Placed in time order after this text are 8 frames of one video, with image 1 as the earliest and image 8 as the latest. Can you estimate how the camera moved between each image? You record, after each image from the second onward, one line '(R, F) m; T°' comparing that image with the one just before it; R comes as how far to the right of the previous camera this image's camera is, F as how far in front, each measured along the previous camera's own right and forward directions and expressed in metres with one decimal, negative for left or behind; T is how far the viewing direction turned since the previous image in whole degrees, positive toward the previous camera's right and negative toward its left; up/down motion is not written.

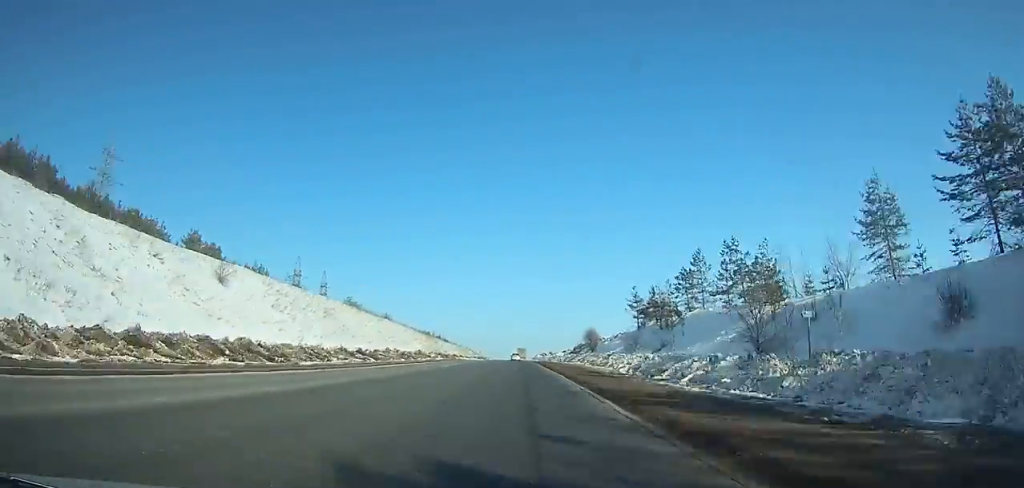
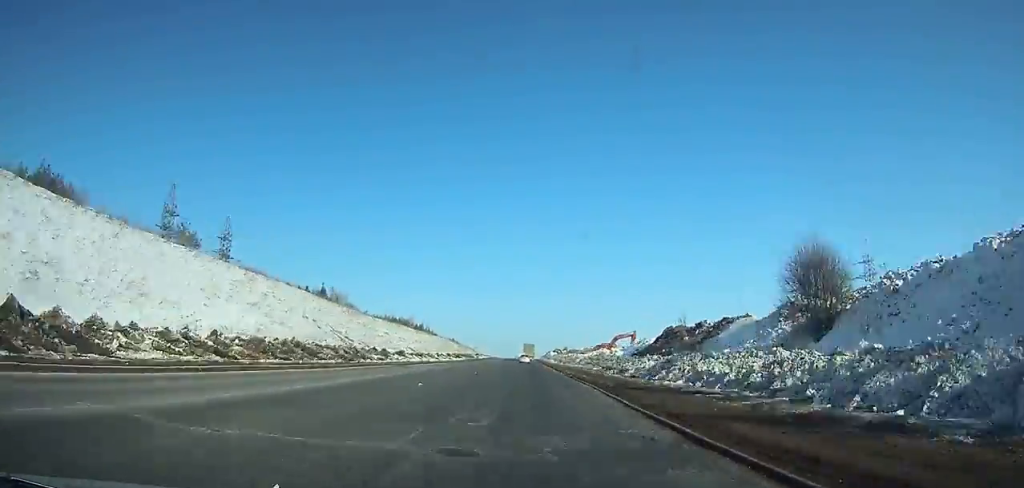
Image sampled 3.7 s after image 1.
(-0.4, +80.4) m; 0°
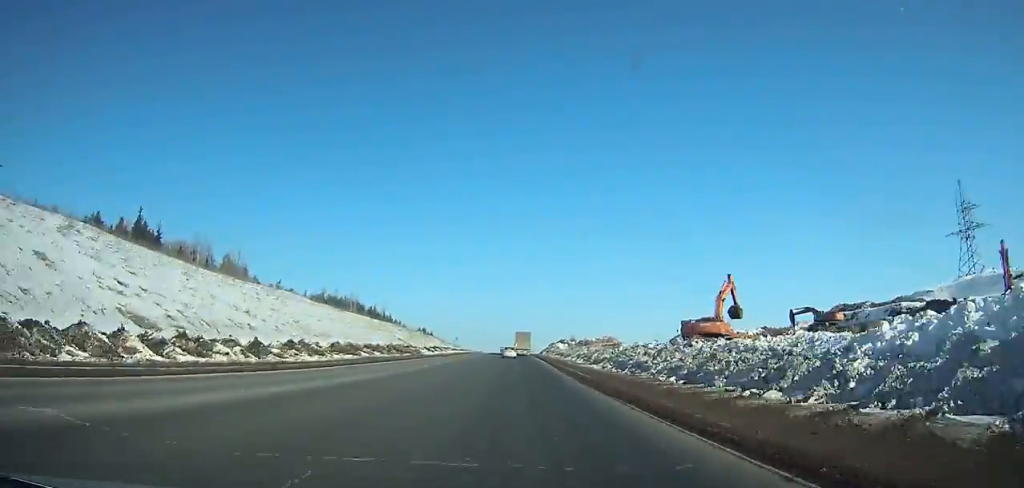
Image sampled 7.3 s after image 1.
(+0.1, +75.2) m; 0°
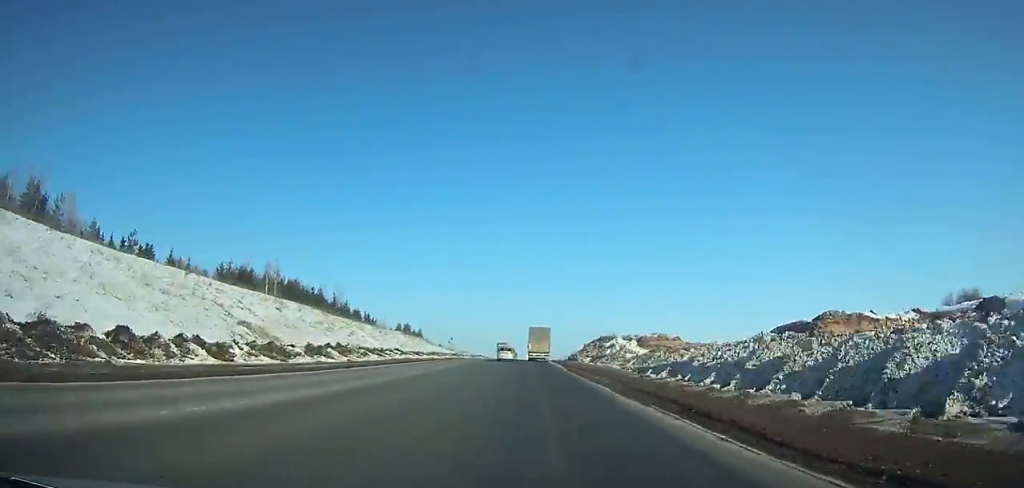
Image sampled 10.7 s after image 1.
(-0.6, +69.0) m; -1°
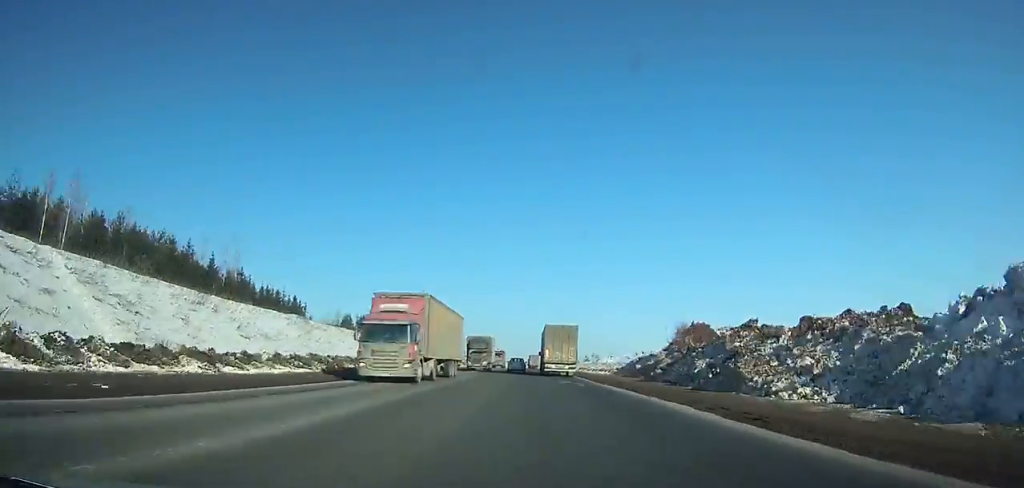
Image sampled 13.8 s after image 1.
(+0.1, +62.8) m; 0°
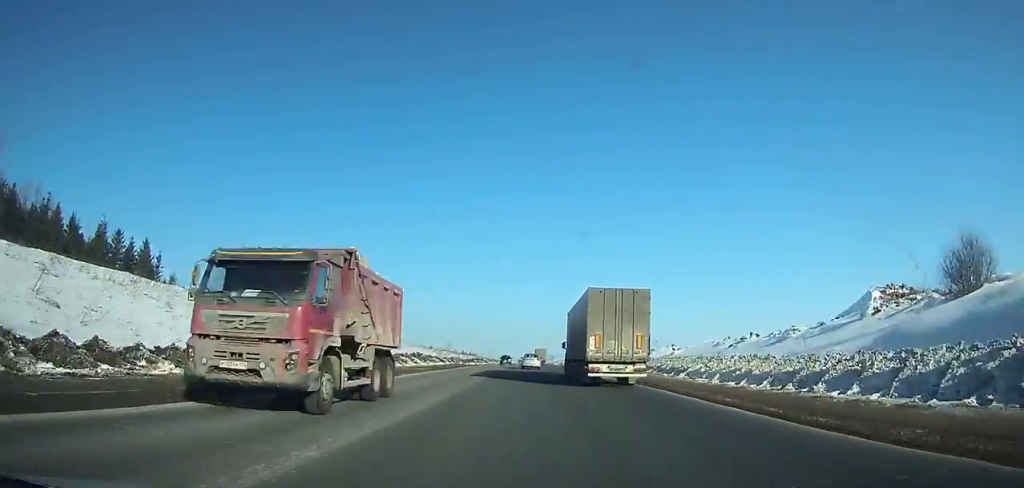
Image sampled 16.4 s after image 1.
(+0.1, +53.9) m; +1°
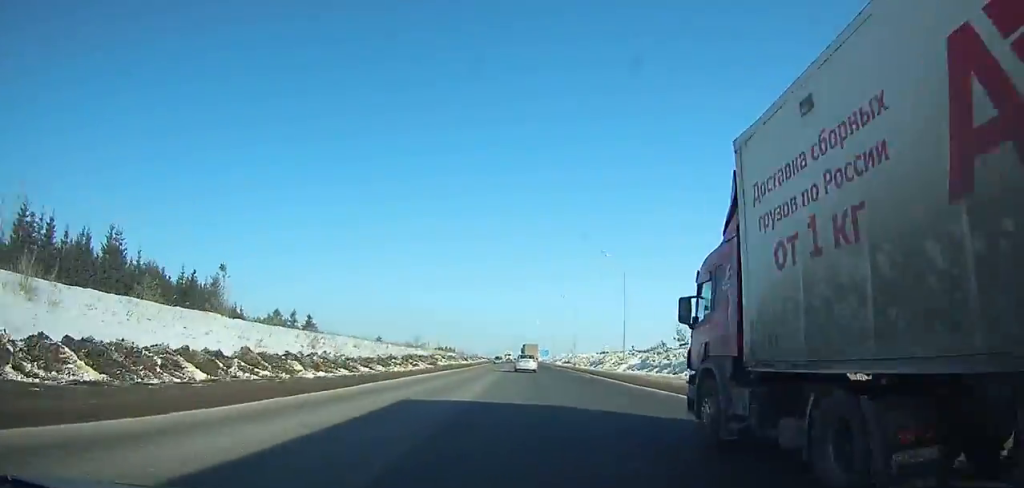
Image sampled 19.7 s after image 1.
(+0.5, +68.9) m; +1°
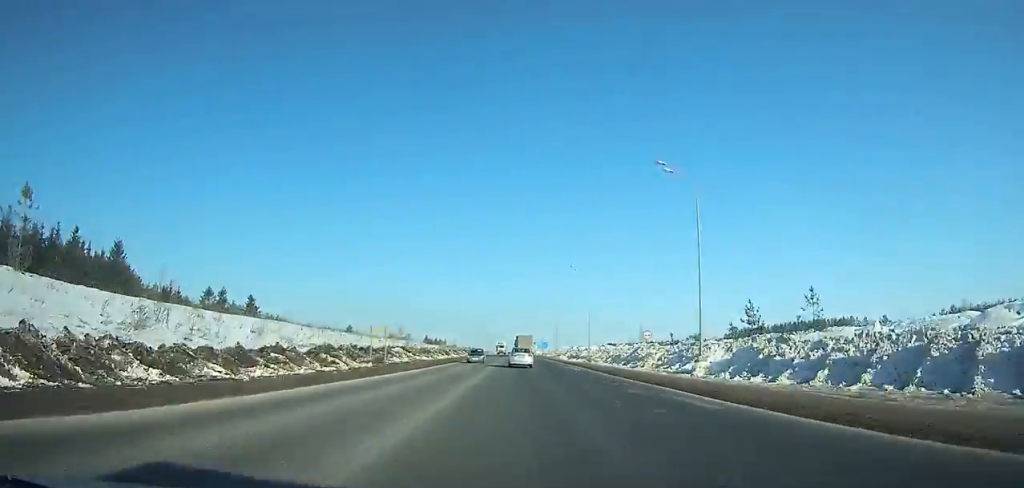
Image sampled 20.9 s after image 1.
(+0.1, +24.6) m; 0°
